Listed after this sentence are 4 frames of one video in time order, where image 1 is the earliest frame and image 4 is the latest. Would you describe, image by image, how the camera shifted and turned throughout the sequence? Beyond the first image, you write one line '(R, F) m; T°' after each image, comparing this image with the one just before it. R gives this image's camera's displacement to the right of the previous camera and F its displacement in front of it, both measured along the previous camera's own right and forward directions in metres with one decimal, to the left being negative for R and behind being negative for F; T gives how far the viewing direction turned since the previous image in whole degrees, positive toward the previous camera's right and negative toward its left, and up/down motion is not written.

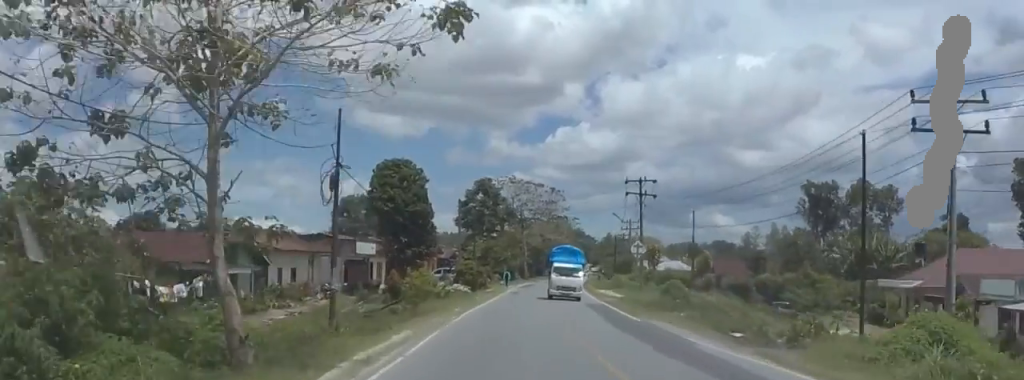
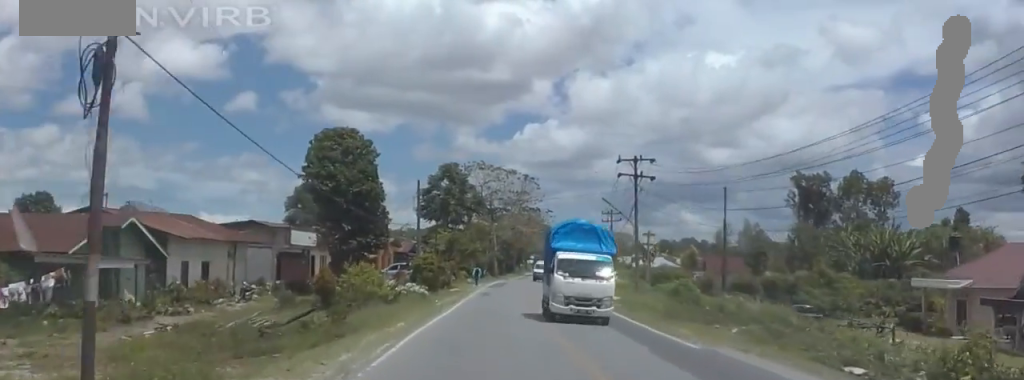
(-0.1, +12.2) m; 0°
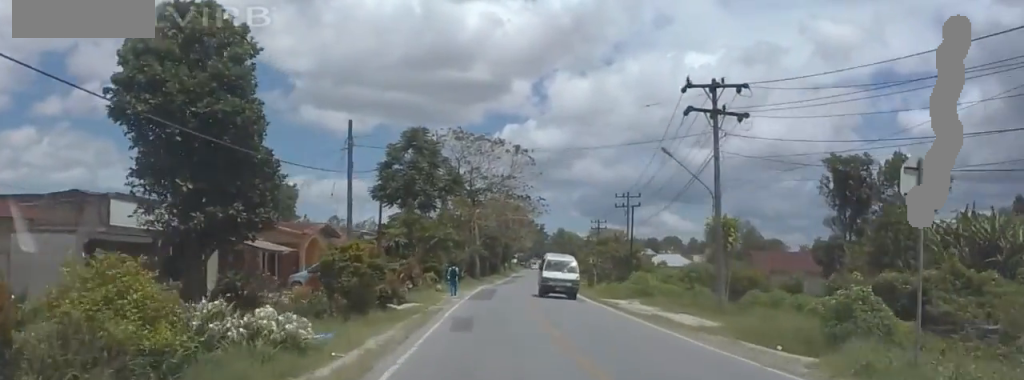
(+0.6, +25.5) m; +4°
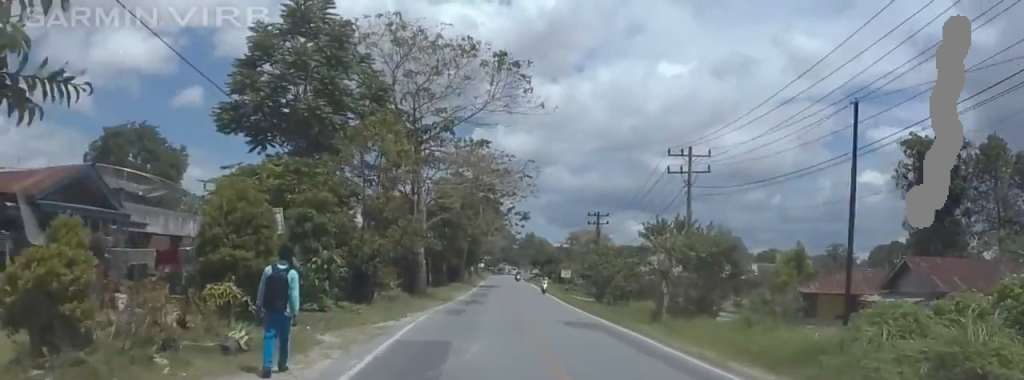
(0.0, +37.1) m; 0°
